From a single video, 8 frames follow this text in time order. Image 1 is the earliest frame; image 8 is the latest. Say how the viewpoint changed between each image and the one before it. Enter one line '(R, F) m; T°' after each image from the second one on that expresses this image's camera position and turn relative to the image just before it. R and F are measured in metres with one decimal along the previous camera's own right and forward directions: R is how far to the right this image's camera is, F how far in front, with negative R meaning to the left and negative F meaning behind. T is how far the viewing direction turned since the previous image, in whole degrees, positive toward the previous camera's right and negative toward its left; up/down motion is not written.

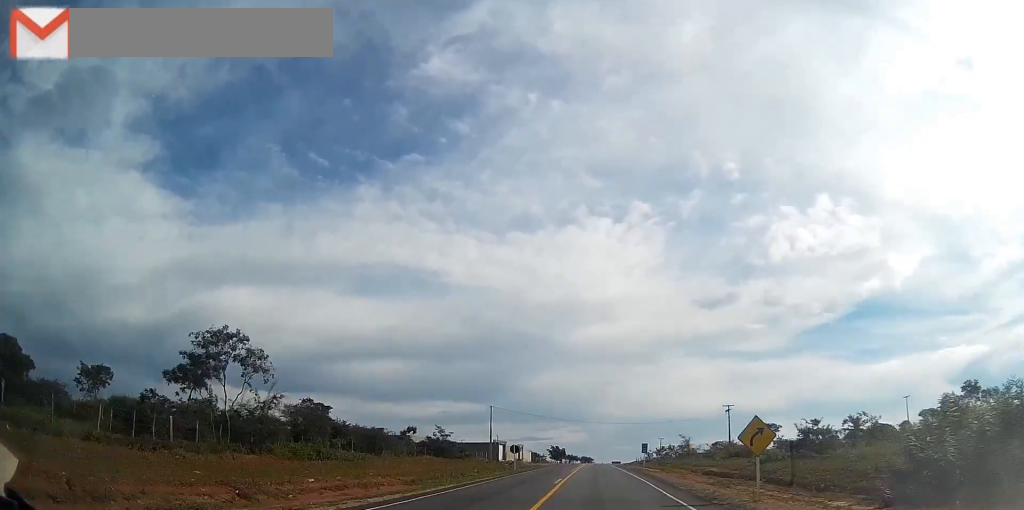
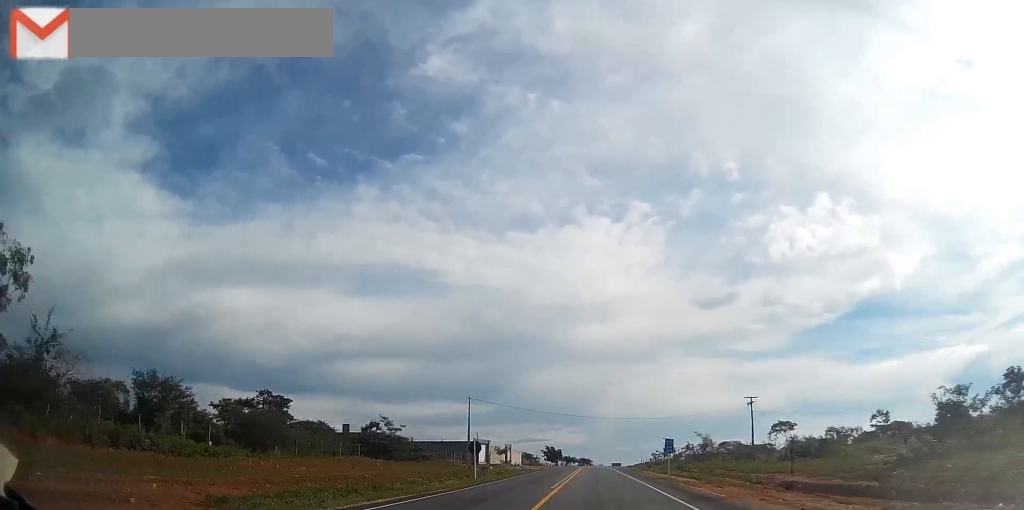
(0.0, +16.3) m; 0°
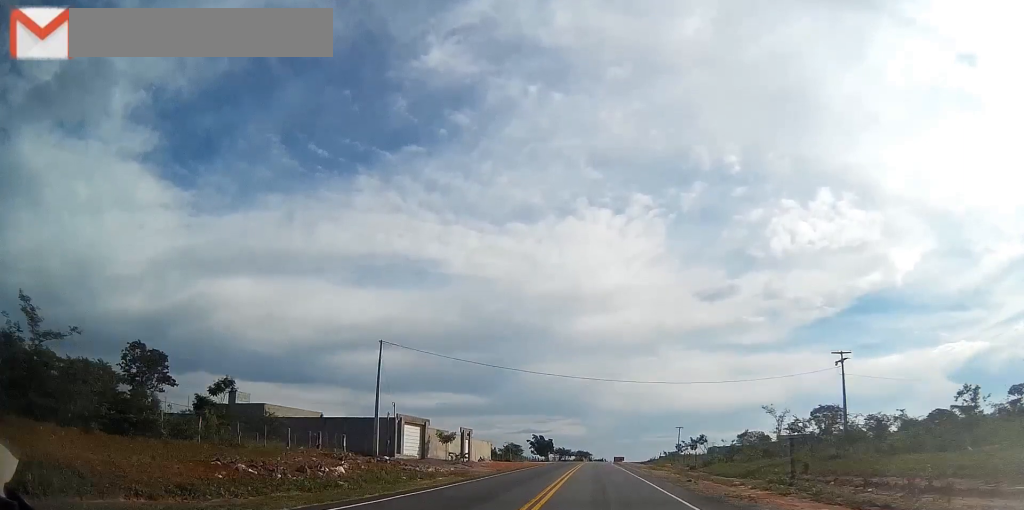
(+0.1, +36.9) m; 0°
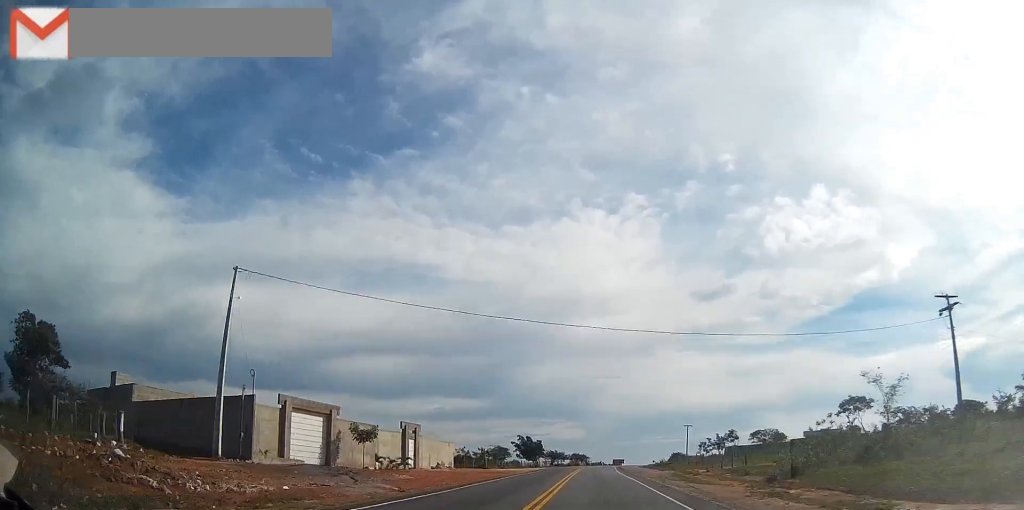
(+0.1, +22.0) m; 0°
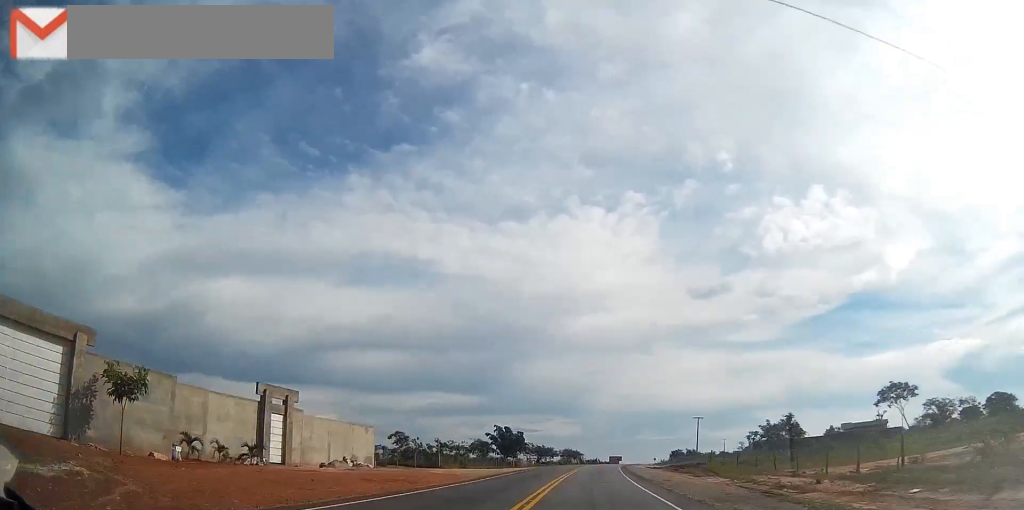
(-0.1, +23.4) m; 0°
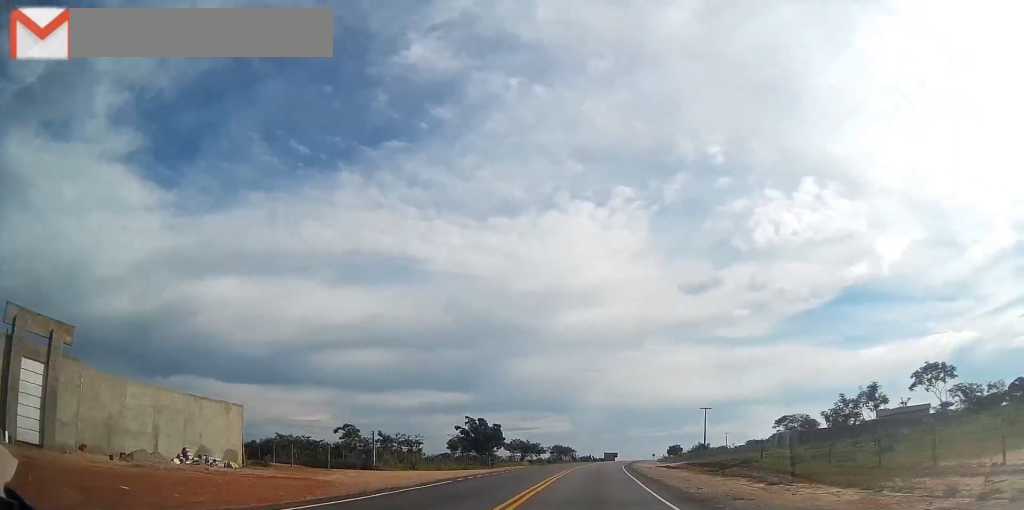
(-0.2, +17.5) m; 0°
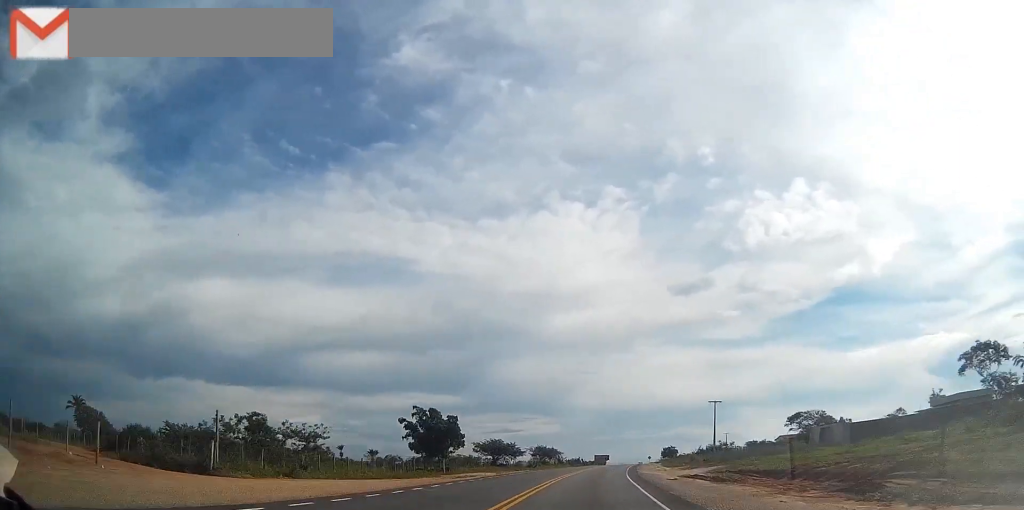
(+0.3, +18.9) m; +1°
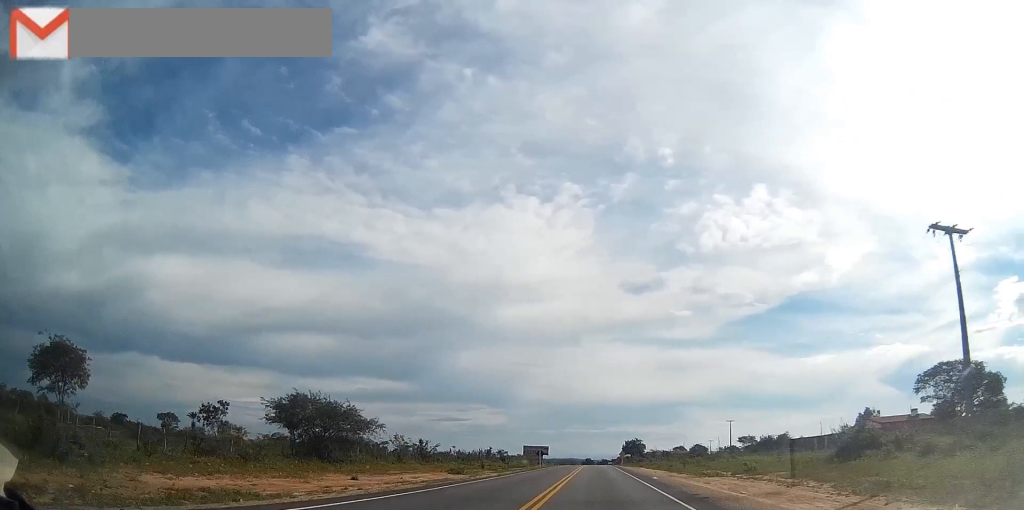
(+2.9, +83.8) m; +4°
